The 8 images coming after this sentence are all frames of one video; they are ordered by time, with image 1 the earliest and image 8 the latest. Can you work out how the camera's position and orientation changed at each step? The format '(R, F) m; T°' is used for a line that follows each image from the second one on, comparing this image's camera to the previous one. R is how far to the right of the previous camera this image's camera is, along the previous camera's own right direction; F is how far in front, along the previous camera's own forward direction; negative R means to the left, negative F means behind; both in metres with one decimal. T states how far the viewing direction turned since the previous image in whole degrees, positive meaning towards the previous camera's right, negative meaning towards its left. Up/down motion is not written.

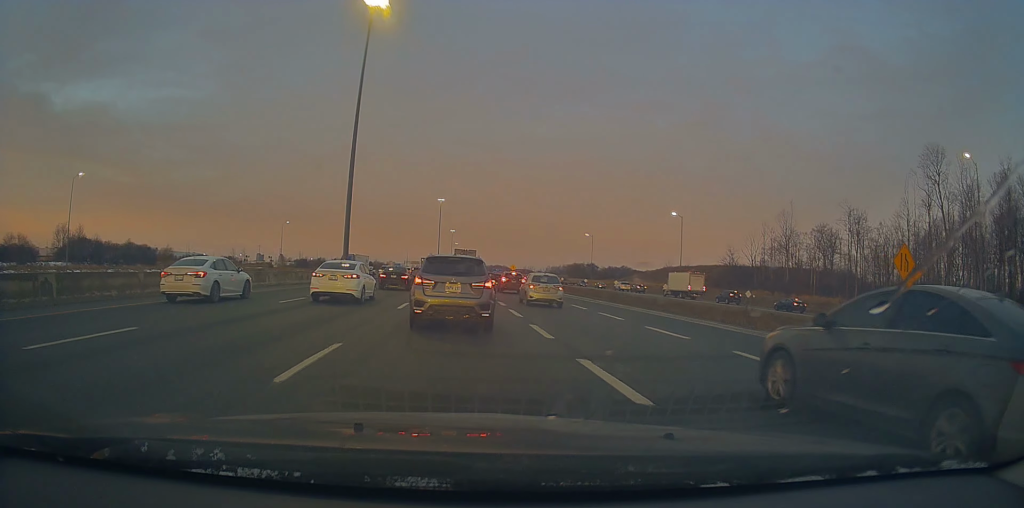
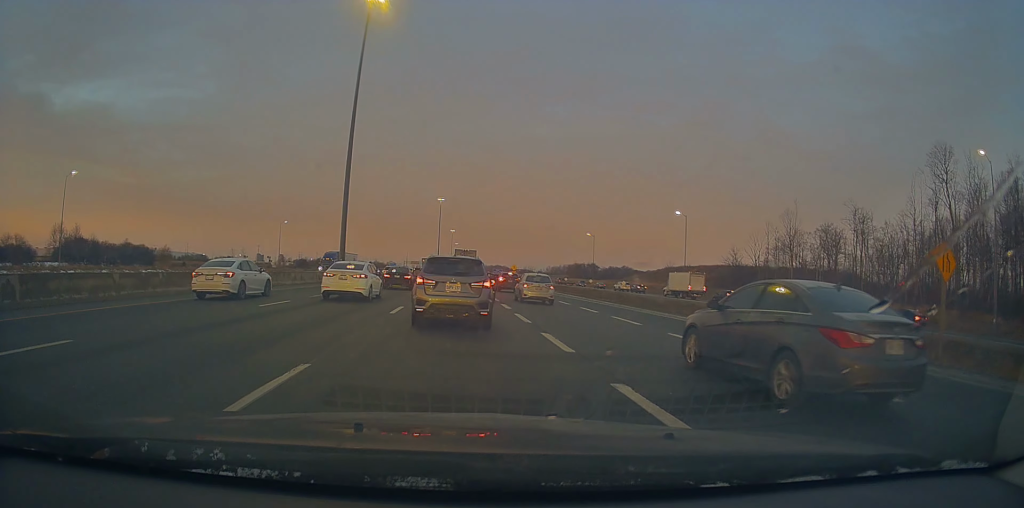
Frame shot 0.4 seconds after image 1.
(+0.1, +2.2) m; -1°
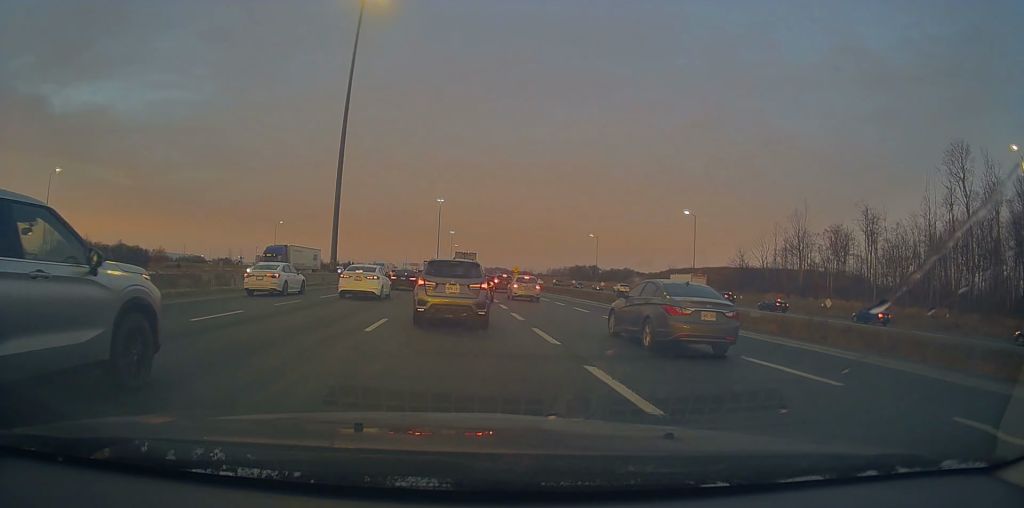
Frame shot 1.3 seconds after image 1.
(-0.6, +4.2) m; 0°
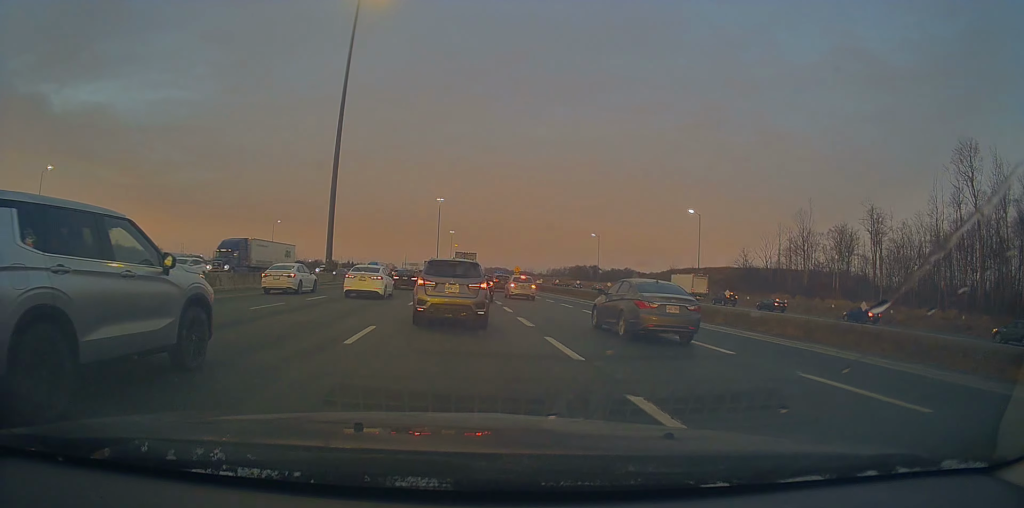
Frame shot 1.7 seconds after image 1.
(+0.2, +2.0) m; +1°
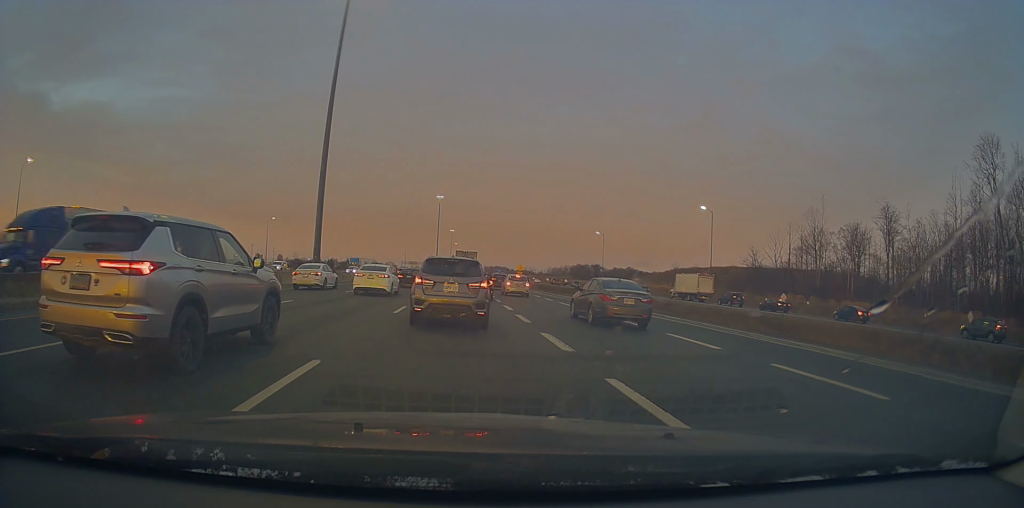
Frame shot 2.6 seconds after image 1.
(+0.2, +4.6) m; +1°
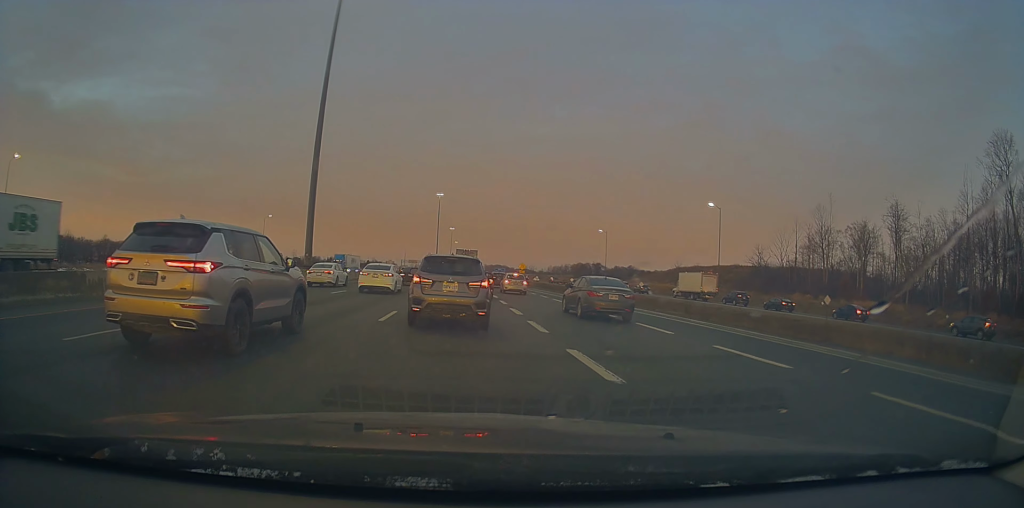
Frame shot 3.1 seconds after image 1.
(-0.1, +2.9) m; -2°
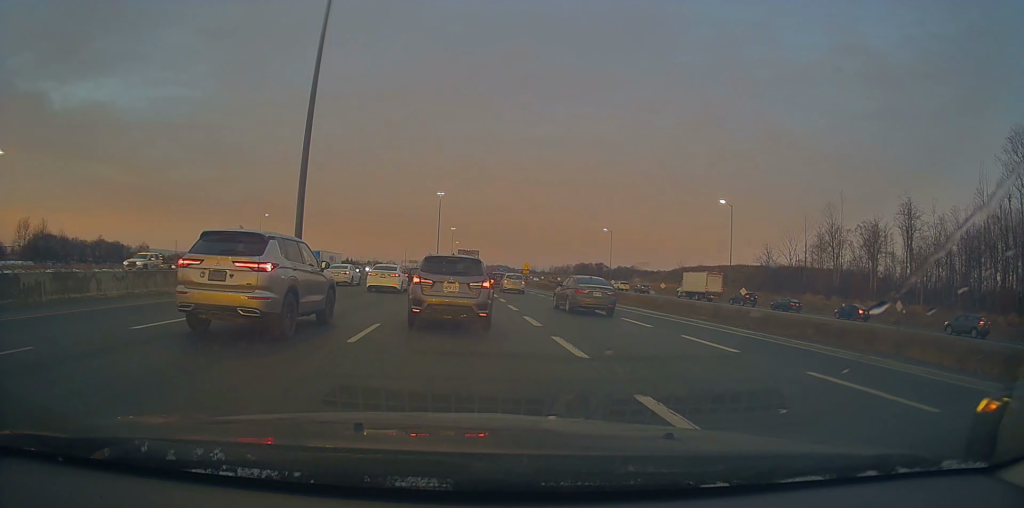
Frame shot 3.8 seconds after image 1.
(-0.1, +3.9) m; +1°
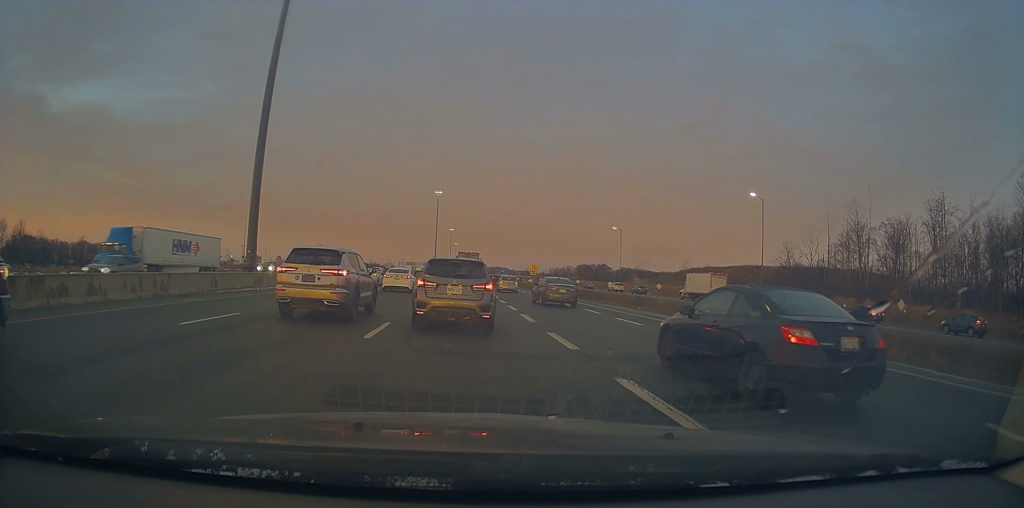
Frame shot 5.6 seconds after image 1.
(+0.4, +10.5) m; -2°
